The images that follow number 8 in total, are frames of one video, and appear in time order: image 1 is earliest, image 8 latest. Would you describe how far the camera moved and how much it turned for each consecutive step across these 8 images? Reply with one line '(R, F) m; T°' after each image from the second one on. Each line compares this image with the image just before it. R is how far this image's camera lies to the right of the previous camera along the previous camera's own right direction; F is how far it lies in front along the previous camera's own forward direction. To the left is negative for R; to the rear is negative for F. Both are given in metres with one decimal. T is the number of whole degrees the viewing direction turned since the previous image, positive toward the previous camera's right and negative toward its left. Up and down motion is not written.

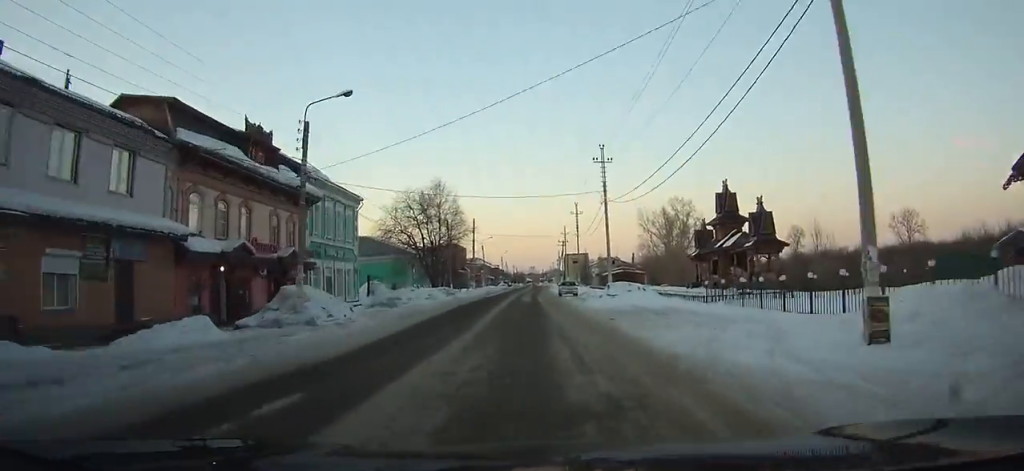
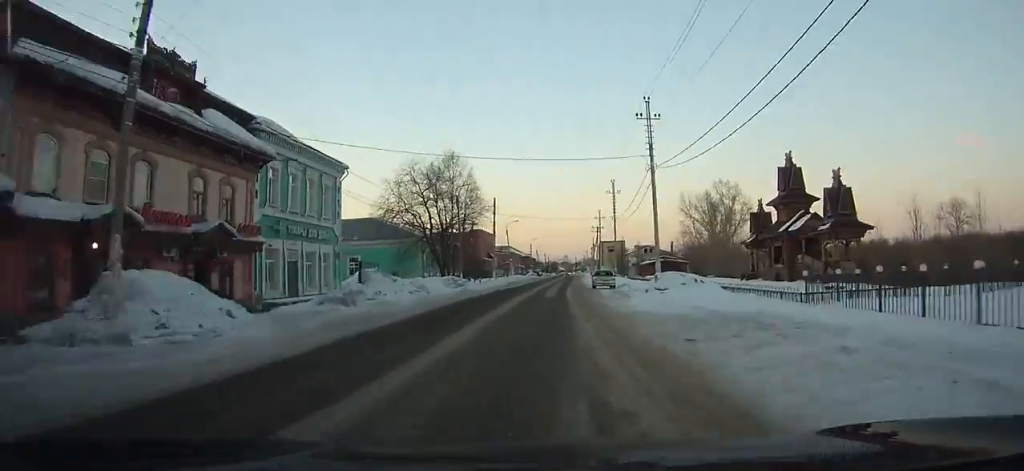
(-1.5, +10.8) m; -8°
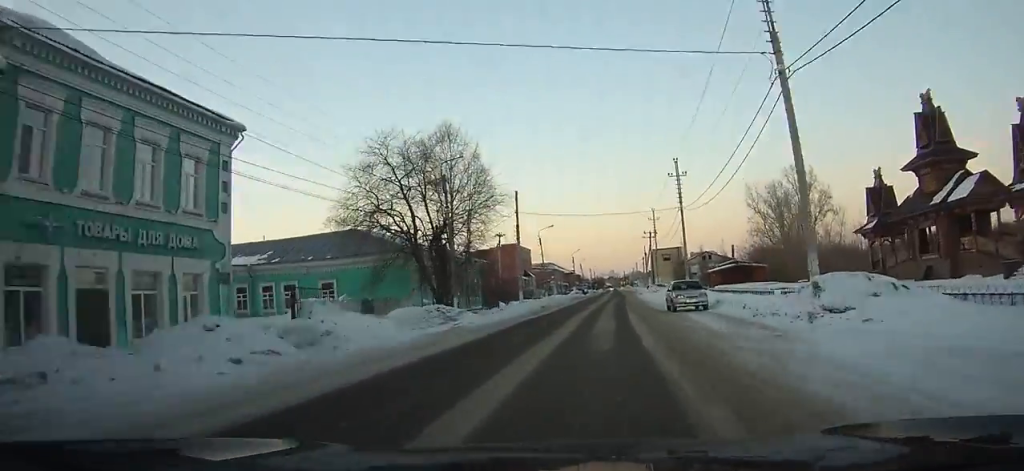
(-0.2, +17.8) m; 0°
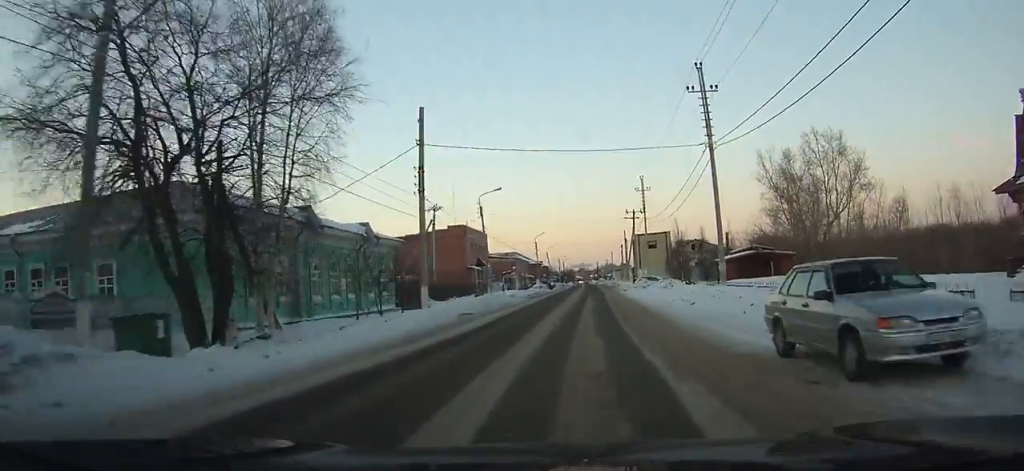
(+0.1, +20.2) m; +1°
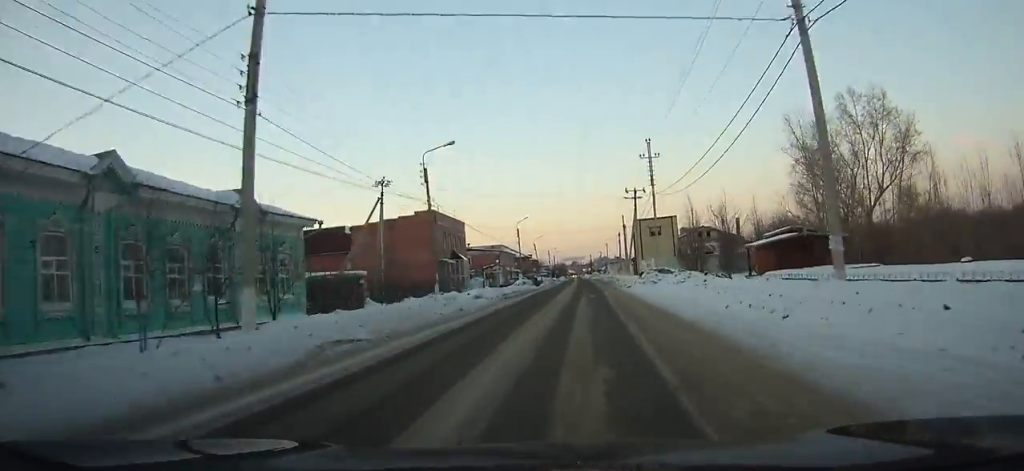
(-0.1, +12.9) m; +1°
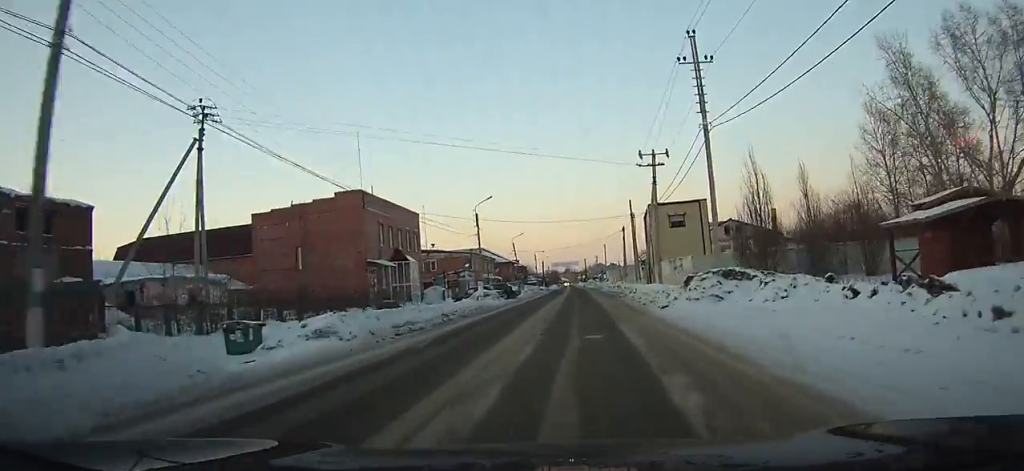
(+0.5, +21.3) m; +1°
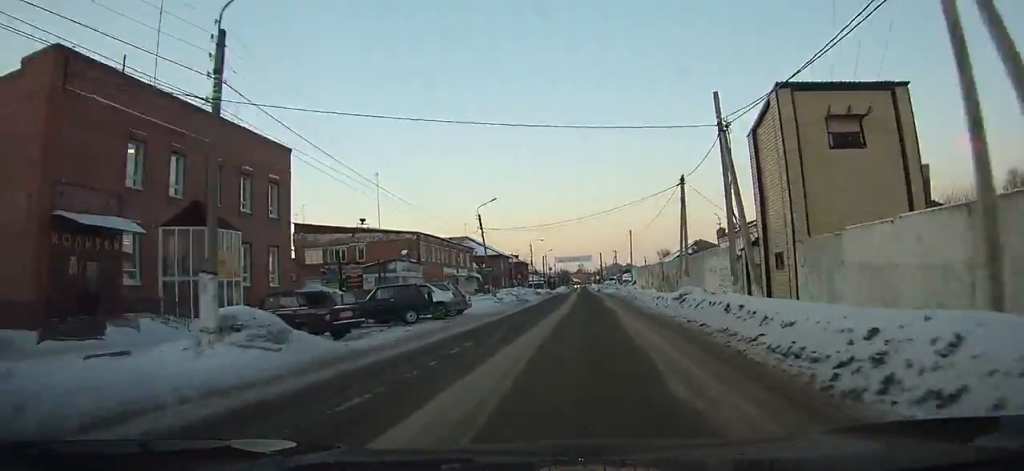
(+0.1, +33.2) m; 0°
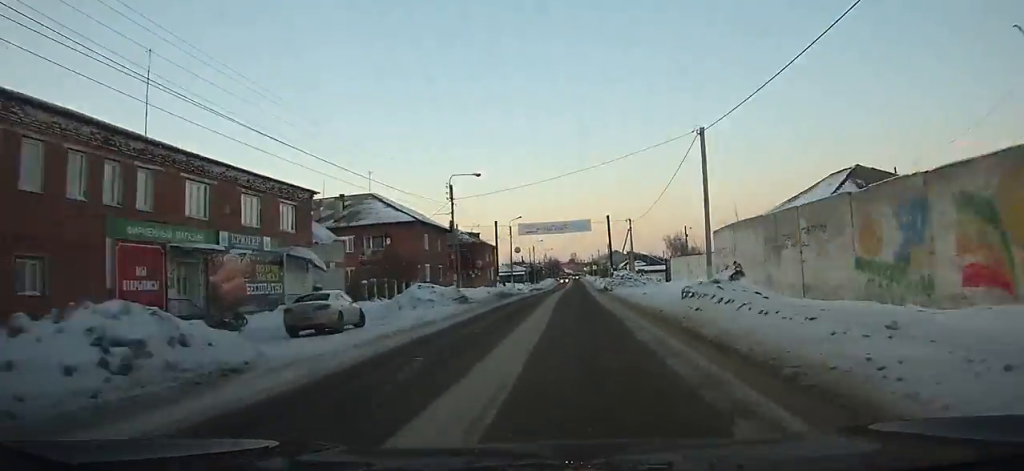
(-0.1, +48.3) m; 0°
